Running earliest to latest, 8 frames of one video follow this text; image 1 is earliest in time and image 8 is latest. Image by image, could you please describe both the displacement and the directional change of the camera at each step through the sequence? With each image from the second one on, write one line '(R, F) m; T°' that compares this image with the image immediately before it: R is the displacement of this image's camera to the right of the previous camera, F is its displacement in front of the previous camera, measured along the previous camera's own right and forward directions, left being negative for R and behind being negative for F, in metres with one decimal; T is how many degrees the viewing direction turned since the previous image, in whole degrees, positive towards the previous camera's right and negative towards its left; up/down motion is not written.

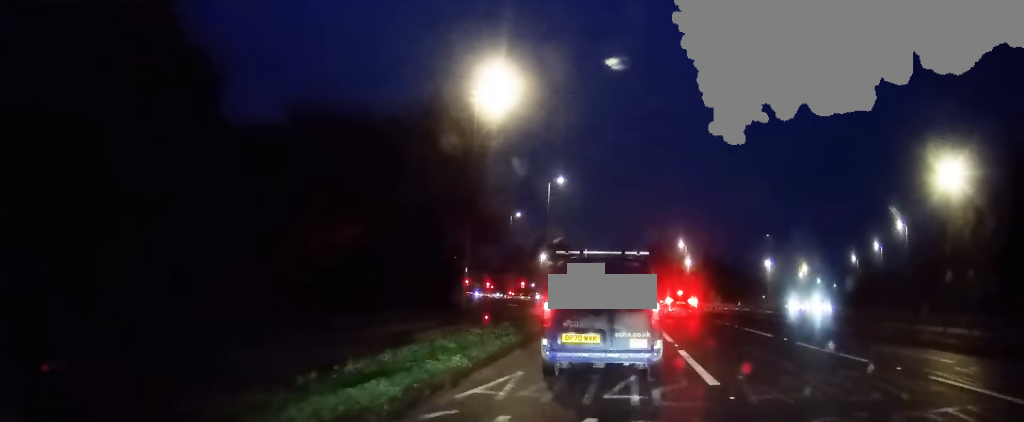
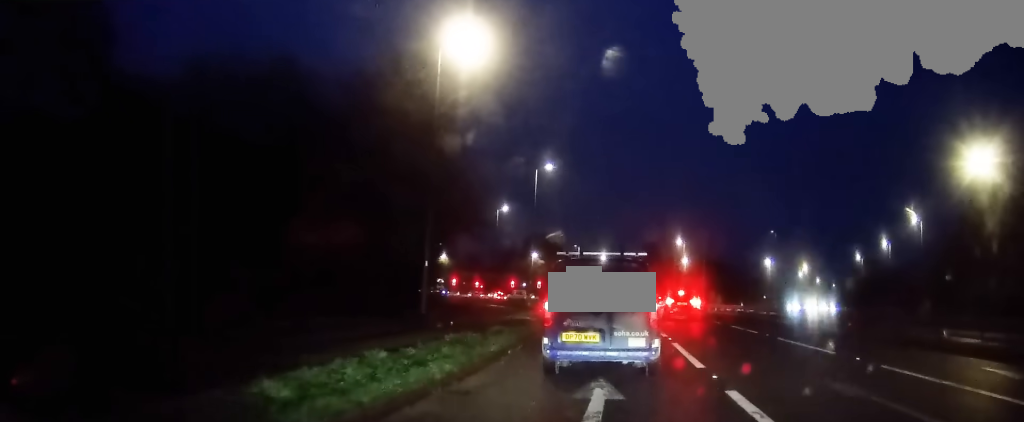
(+0.1, +6.6) m; -1°
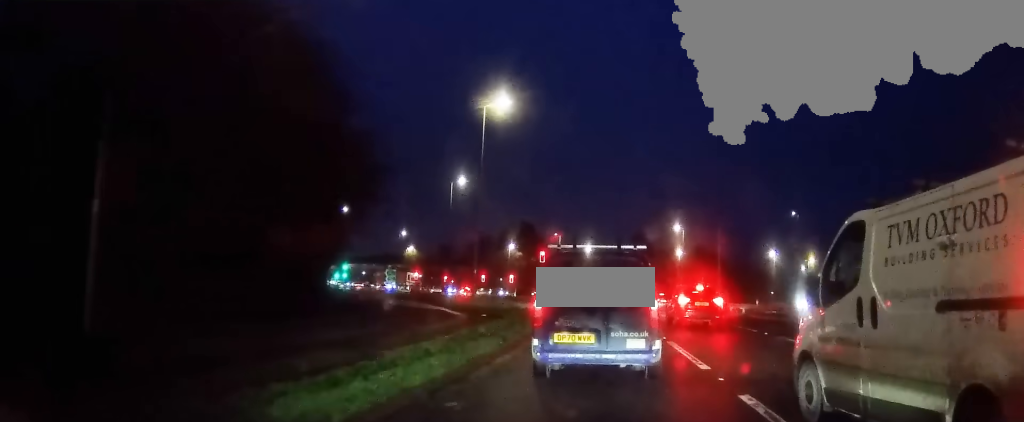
(-0.2, +19.0) m; +1°
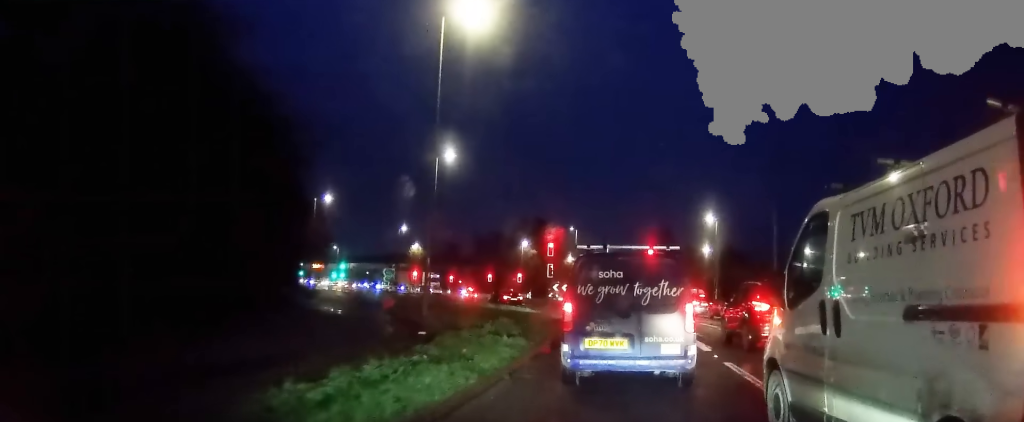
(0.0, +13.8) m; -1°
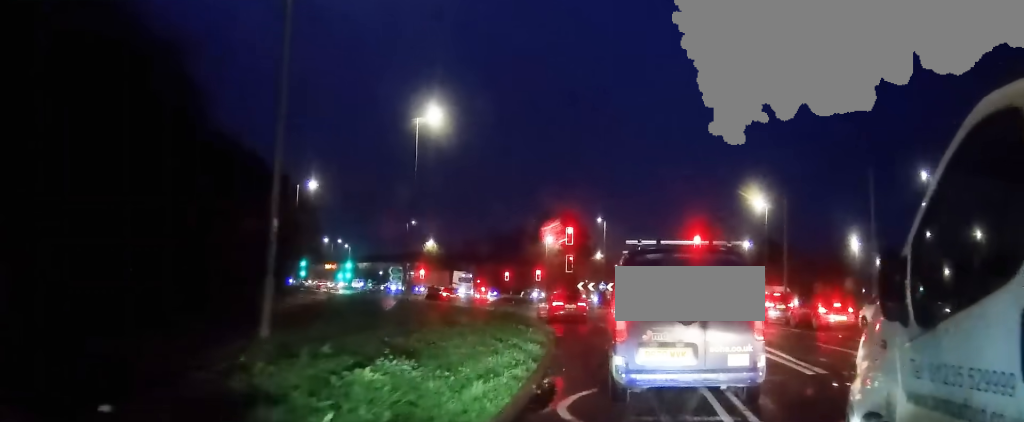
(-0.3, +13.4) m; -3°
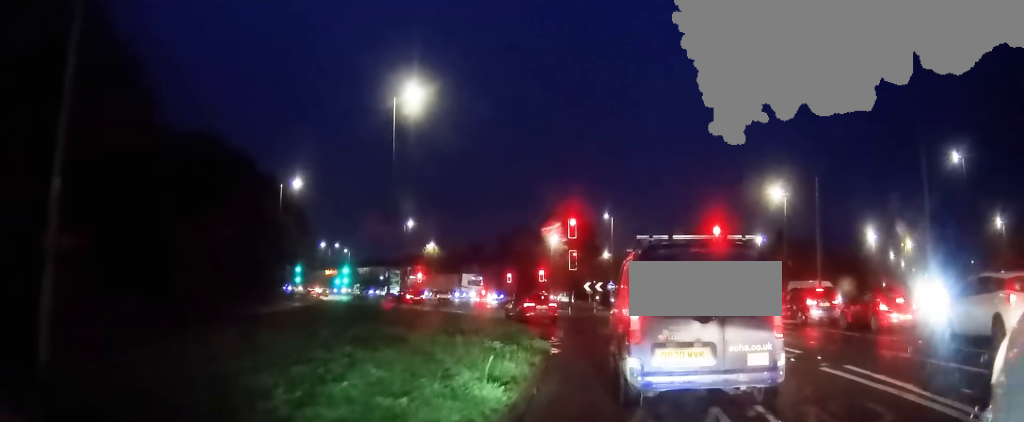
(0.0, +5.3) m; -2°
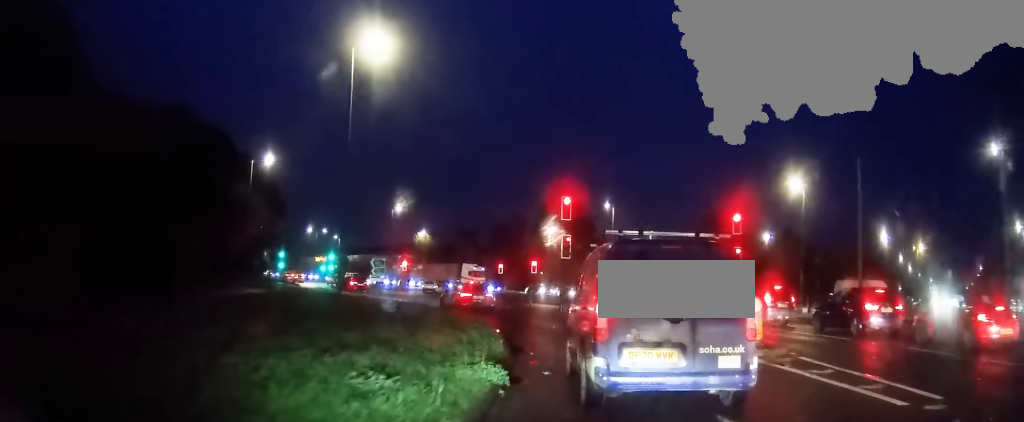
(-0.1, +6.2) m; -1°
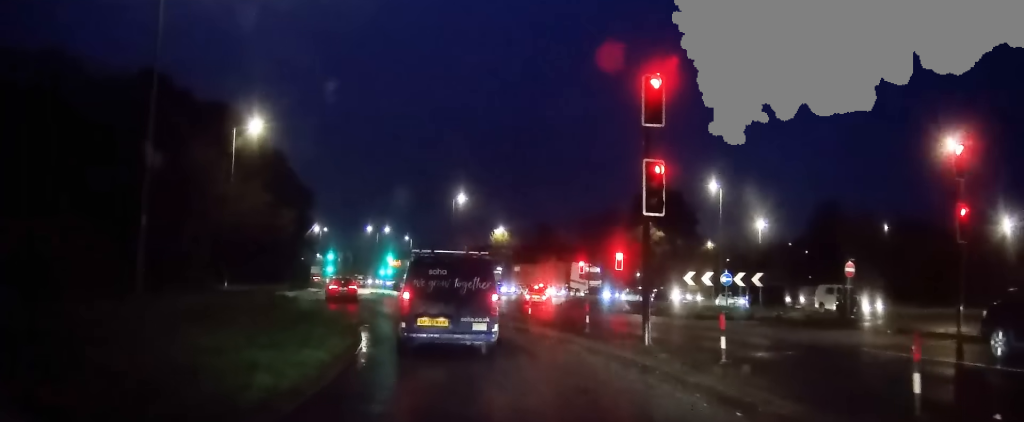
(-0.5, +16.8) m; -9°
